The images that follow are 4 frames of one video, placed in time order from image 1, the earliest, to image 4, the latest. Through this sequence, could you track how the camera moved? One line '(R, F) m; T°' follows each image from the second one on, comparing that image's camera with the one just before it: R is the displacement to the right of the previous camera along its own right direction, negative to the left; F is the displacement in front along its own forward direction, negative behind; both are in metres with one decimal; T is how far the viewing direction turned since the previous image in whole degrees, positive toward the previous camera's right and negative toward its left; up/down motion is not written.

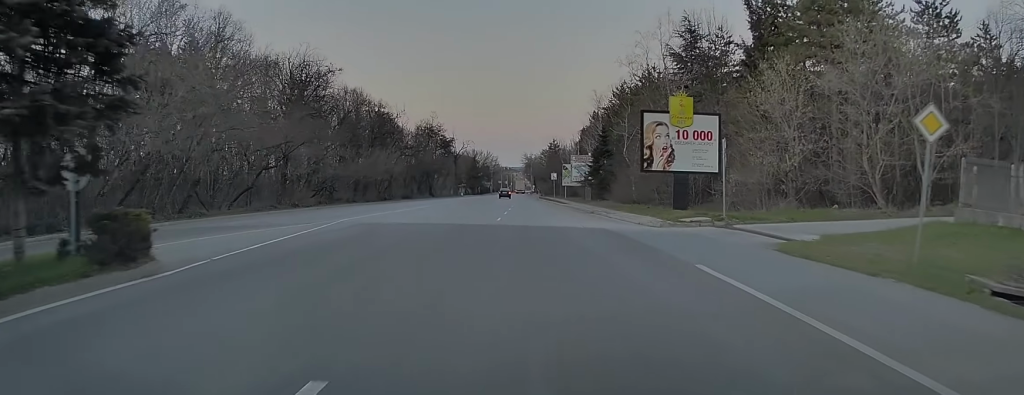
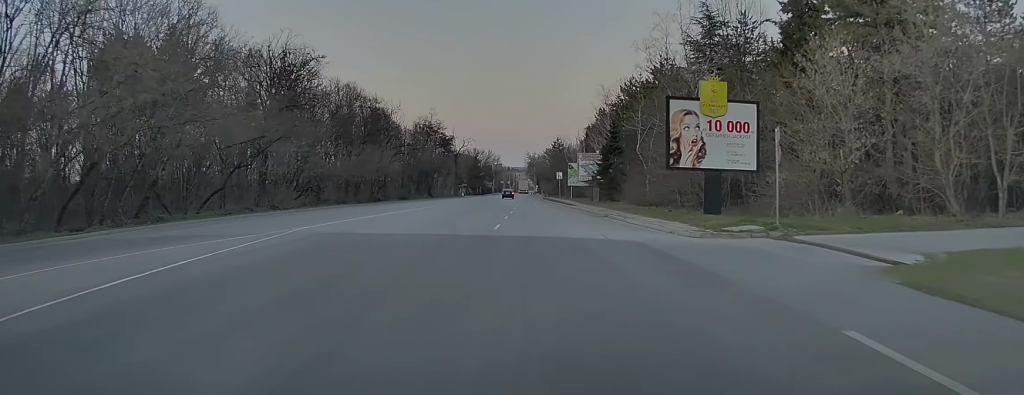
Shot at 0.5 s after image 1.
(0.0, +5.8) m; 0°
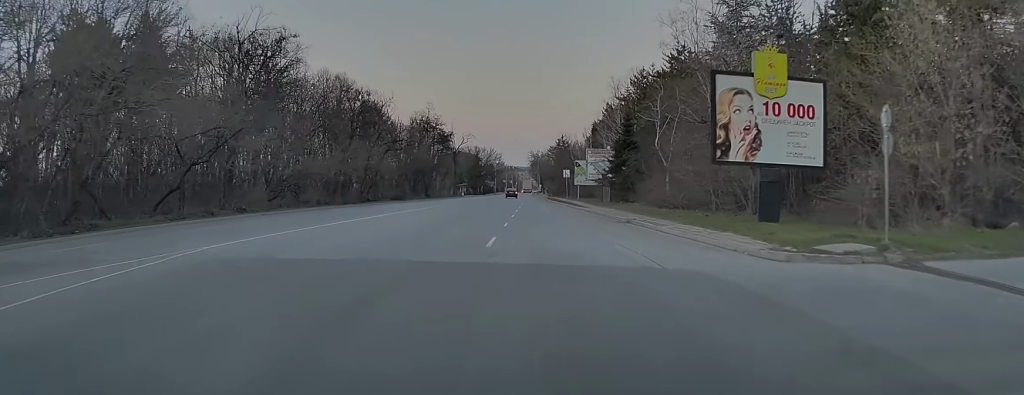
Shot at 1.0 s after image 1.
(0.0, +7.1) m; 0°
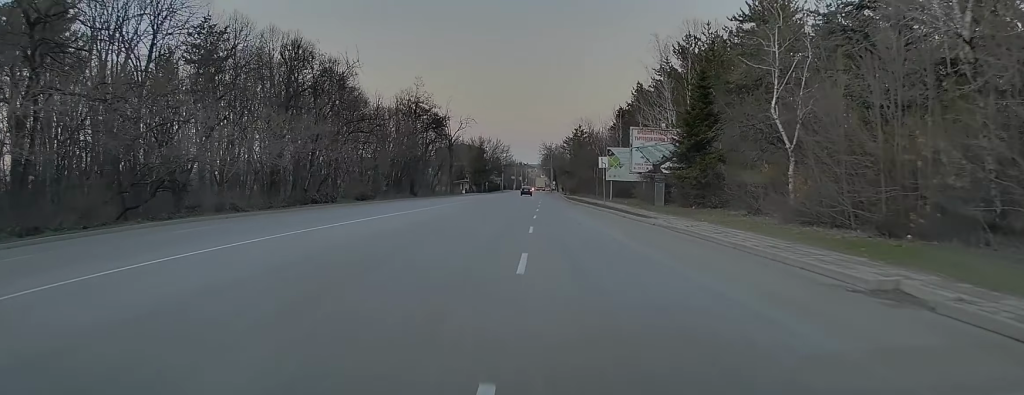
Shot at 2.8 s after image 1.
(-0.1, +23.1) m; -1°
